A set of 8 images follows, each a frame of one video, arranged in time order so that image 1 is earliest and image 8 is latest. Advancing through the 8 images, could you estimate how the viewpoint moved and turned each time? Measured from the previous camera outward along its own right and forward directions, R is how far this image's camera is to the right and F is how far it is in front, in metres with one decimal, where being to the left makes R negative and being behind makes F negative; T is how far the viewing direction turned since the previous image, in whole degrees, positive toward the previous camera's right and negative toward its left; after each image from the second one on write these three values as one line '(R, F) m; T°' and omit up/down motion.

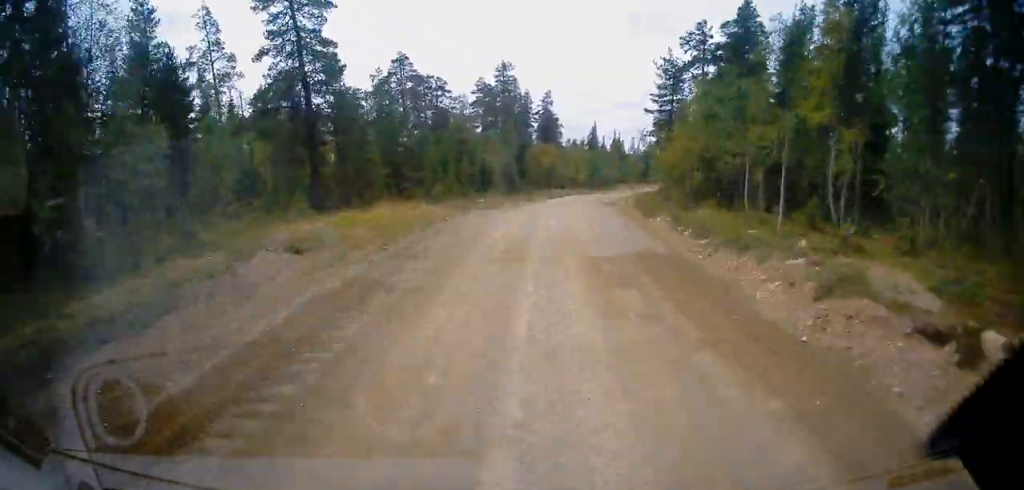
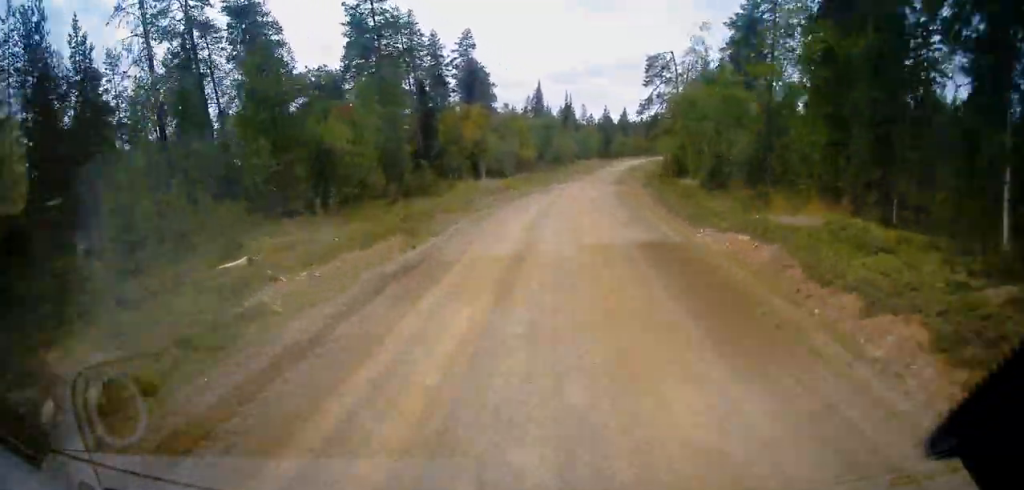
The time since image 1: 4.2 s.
(+3.3, +29.3) m; +18°
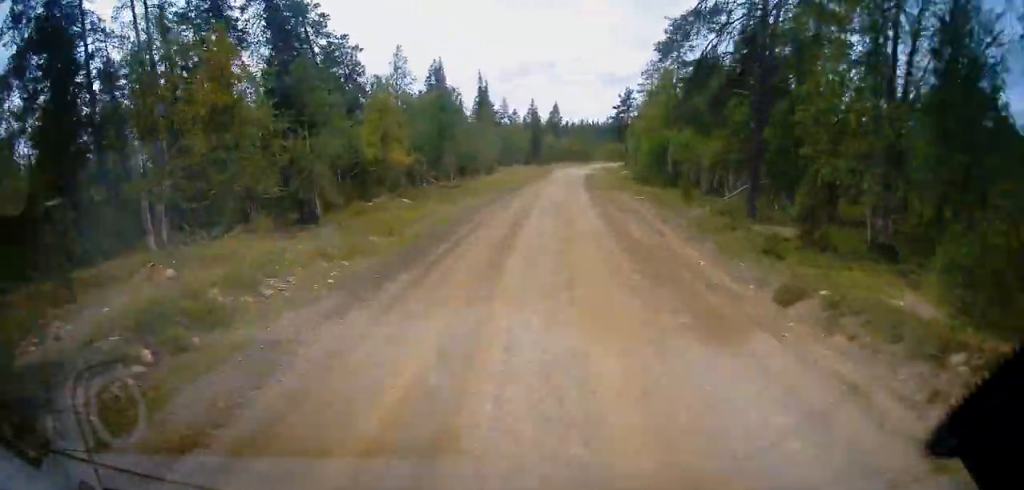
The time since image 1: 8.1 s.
(+8.3, +42.7) m; +9°
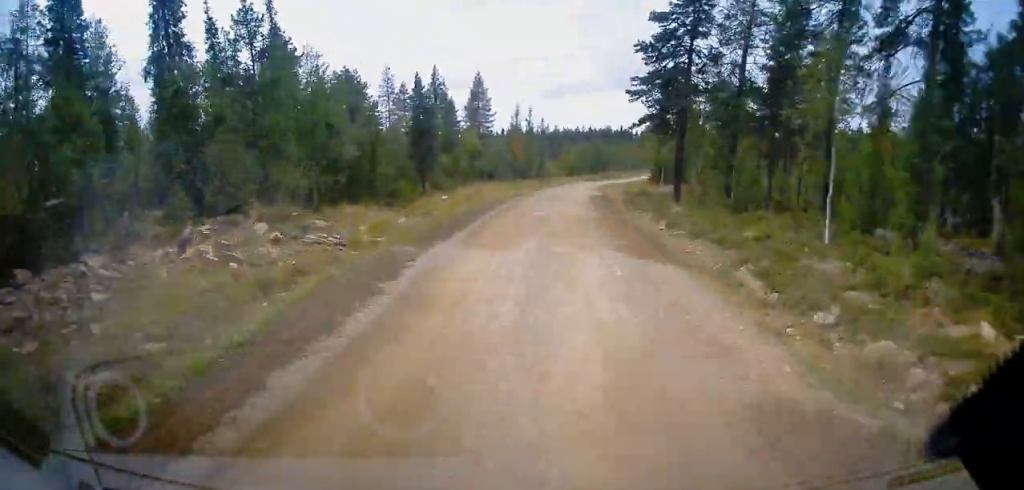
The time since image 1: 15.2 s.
(-2.5, +74.5) m; 0°
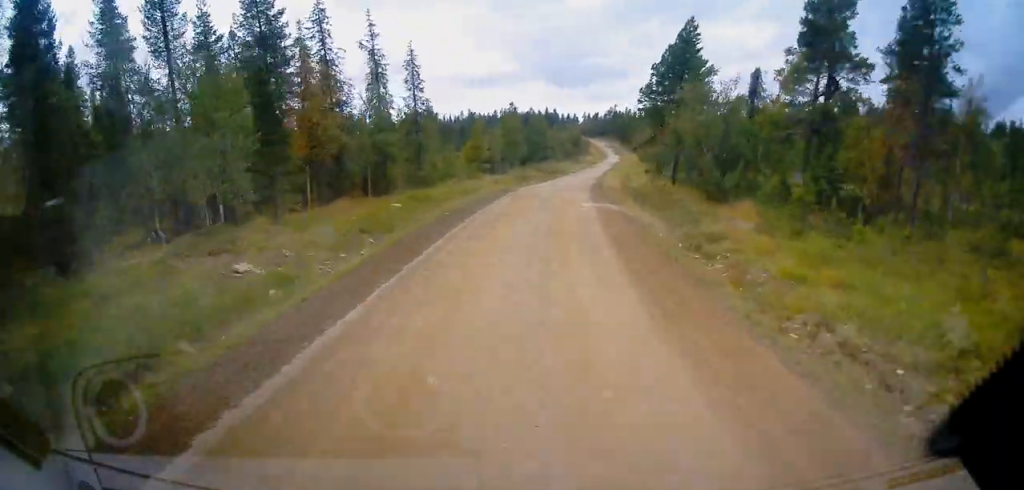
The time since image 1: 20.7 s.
(+2.6, +54.0) m; +7°
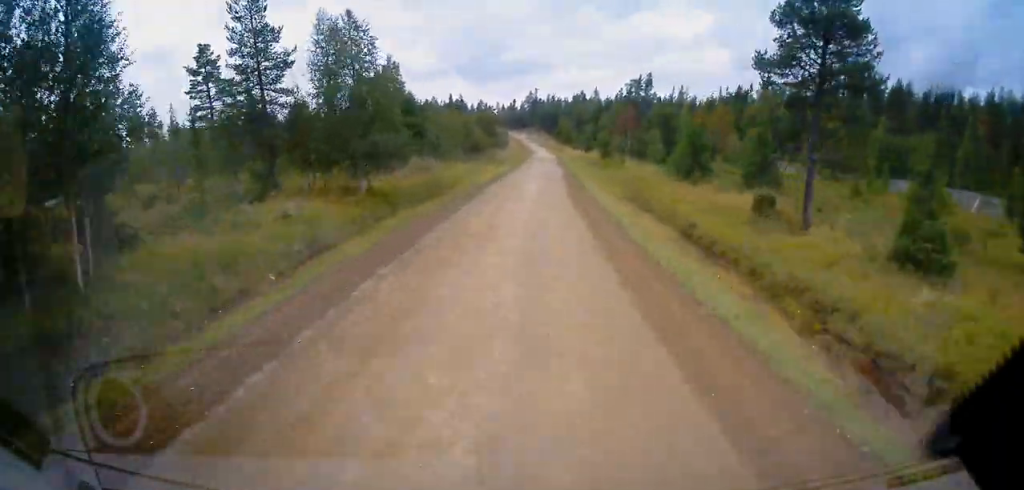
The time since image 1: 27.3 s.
(+4.8, +61.5) m; +6°
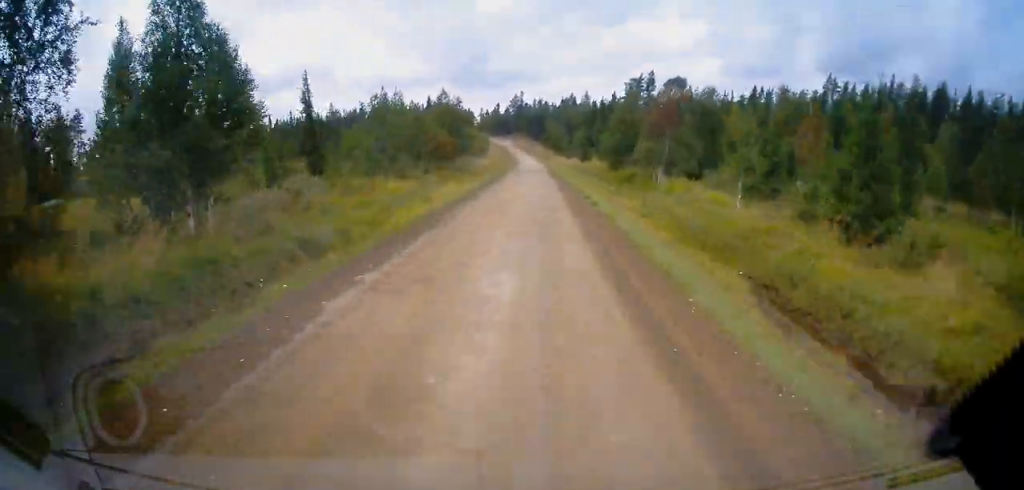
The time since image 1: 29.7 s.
(+0.2, +21.7) m; +1°
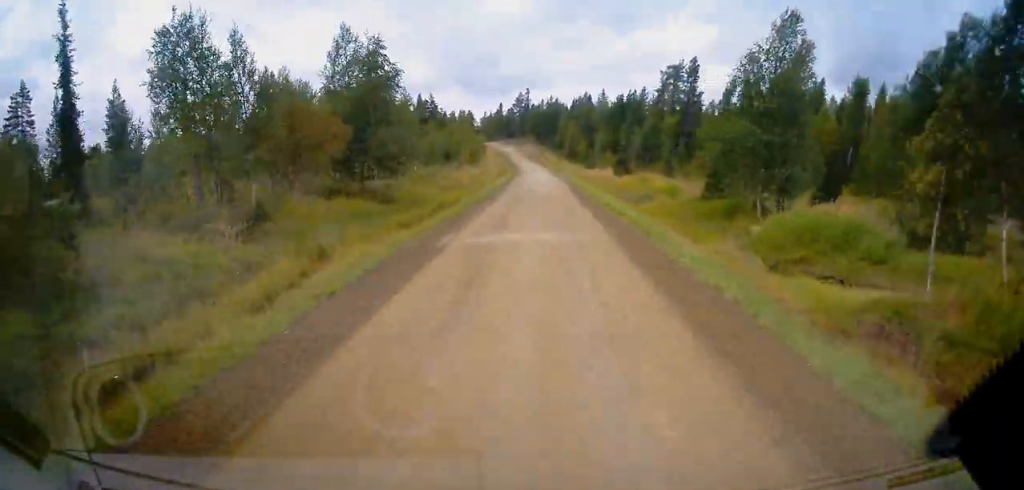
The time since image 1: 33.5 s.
(+0.6, +32.4) m; 0°
